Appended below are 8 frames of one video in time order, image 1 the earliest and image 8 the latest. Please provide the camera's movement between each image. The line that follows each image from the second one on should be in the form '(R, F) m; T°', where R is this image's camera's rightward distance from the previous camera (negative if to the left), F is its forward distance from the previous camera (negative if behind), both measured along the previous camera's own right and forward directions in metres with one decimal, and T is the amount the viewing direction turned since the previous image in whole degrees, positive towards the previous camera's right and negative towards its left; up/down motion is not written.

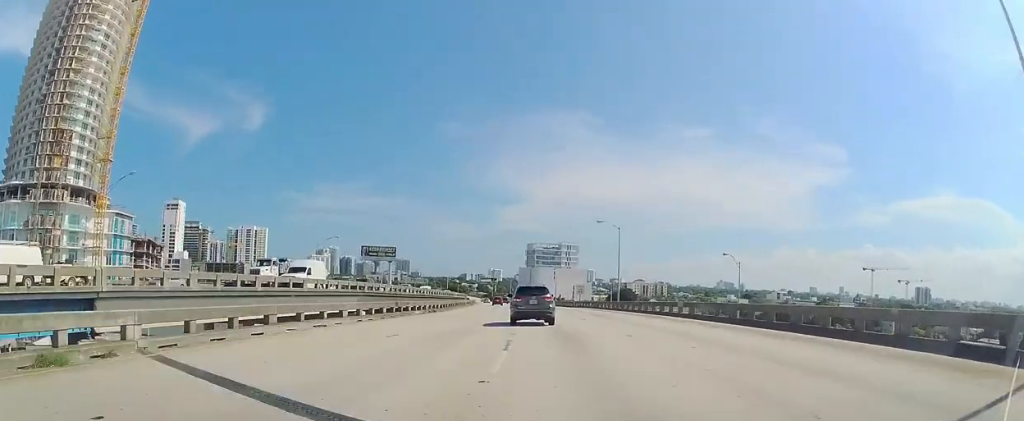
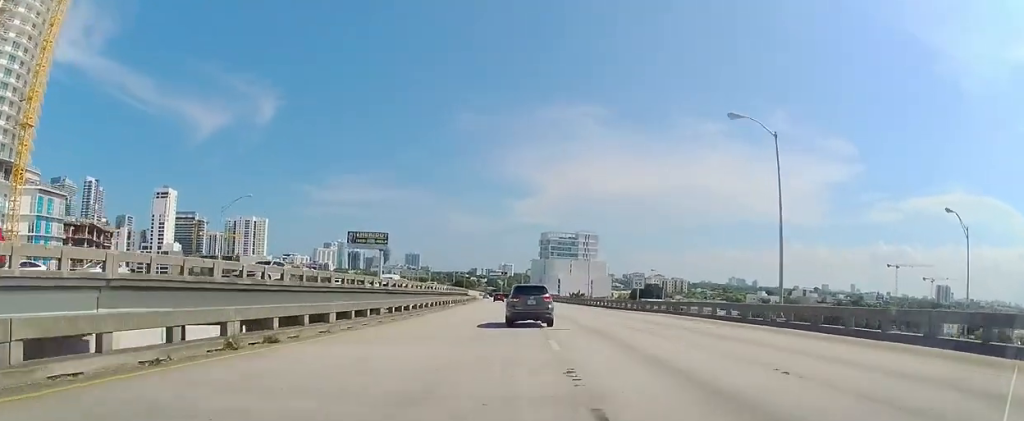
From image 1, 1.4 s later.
(-0.7, +34.9) m; -2°
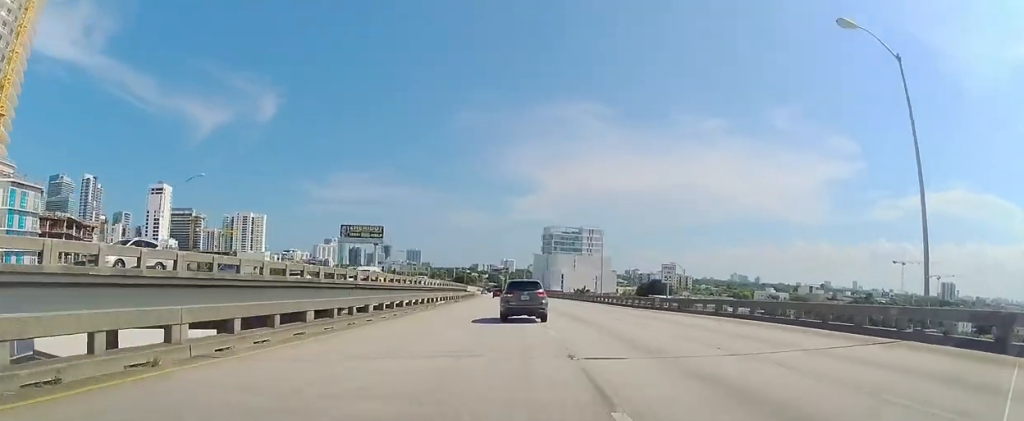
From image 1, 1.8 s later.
(-0.1, +10.0) m; -1°
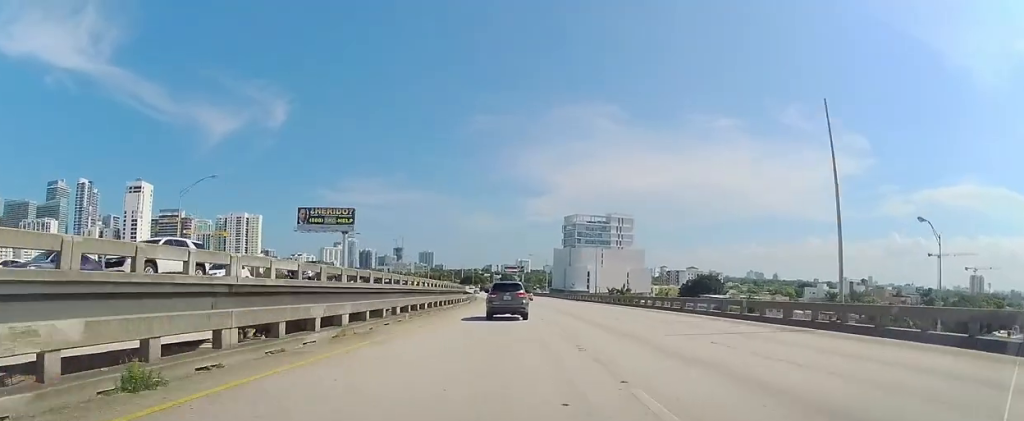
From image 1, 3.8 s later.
(-0.8, +49.7) m; -1°
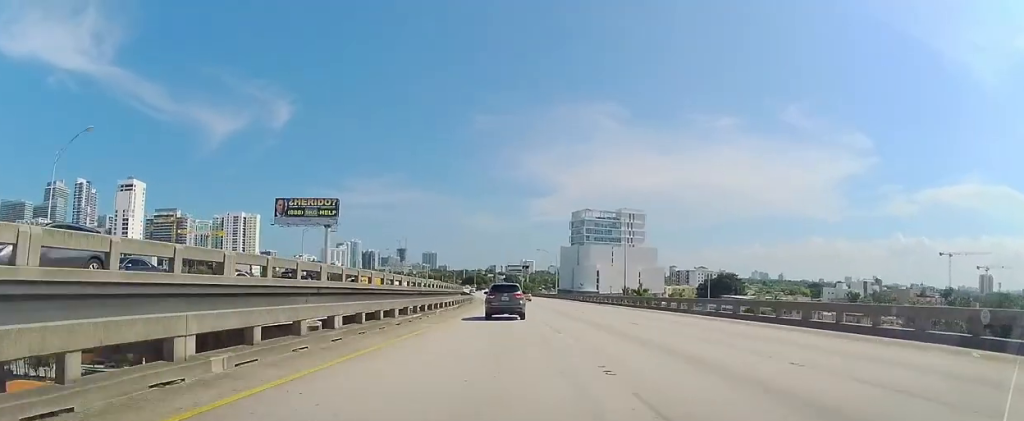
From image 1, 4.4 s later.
(0.0, +16.6) m; -1°
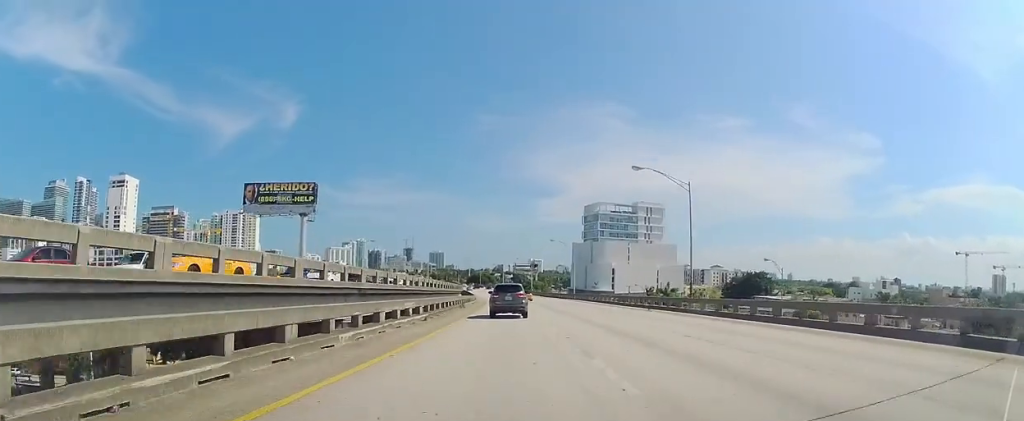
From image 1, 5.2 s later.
(-0.2, +19.2) m; -2°
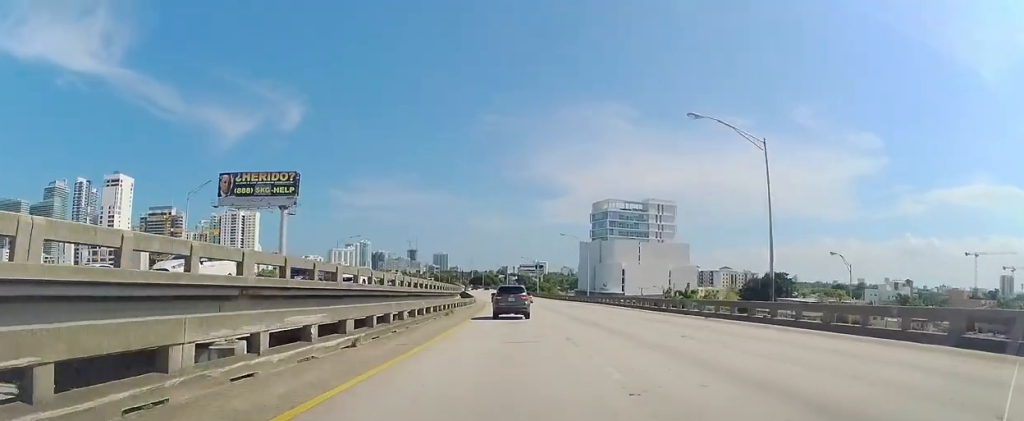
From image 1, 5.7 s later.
(-0.4, +11.8) m; -1°
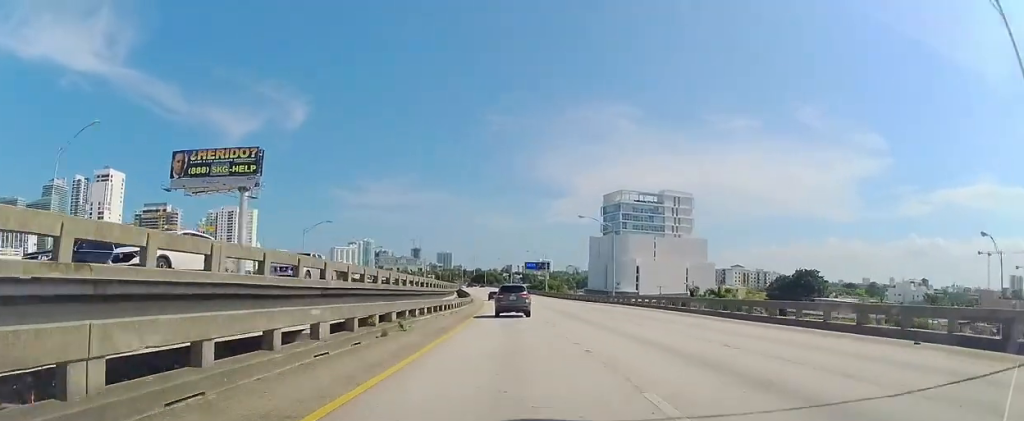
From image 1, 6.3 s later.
(-0.3, +16.9) m; 0°
